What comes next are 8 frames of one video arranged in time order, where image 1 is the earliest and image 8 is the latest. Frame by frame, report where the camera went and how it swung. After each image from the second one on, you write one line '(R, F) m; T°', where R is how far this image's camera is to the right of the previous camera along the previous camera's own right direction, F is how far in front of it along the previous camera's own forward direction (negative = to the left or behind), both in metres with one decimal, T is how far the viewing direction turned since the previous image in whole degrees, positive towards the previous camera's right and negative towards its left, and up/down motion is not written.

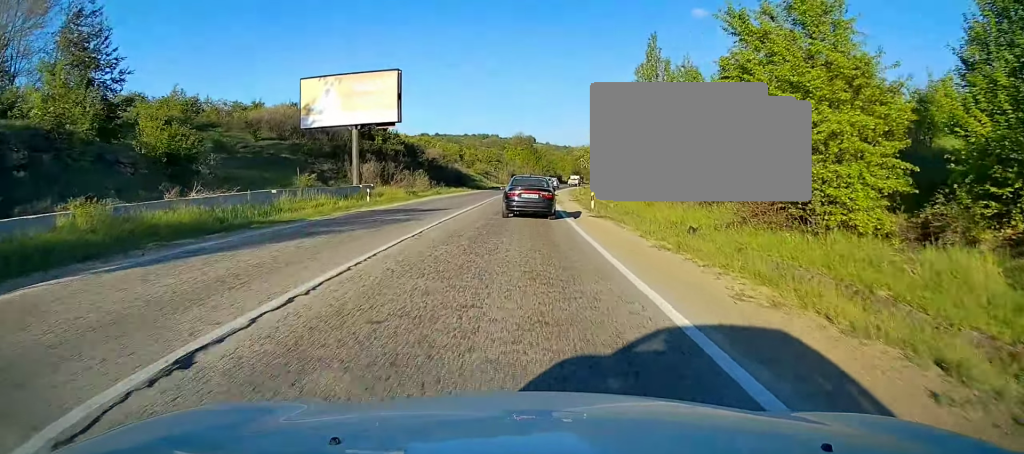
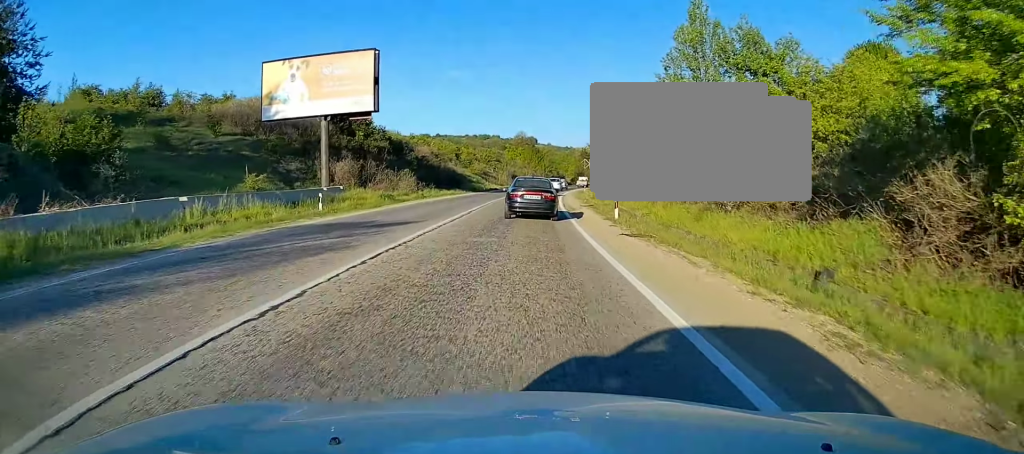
(-0.1, +8.1) m; +1°
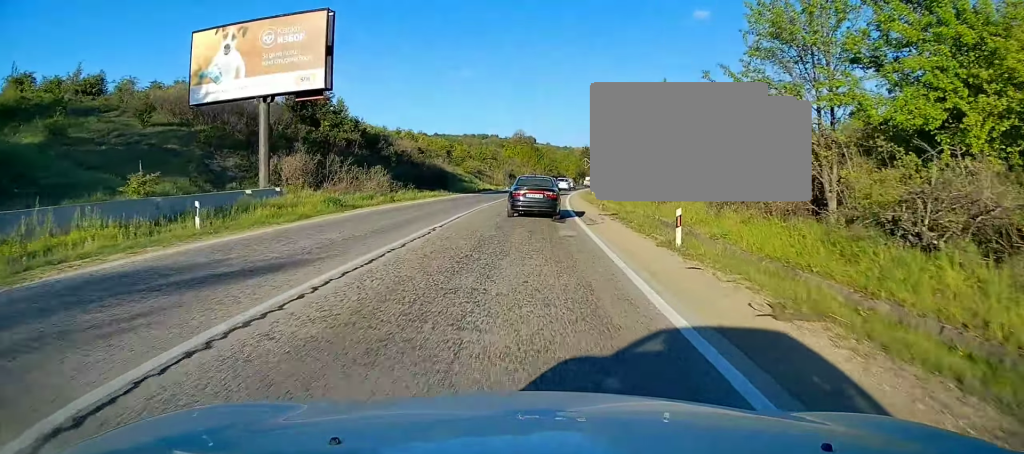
(+0.2, +10.0) m; 0°
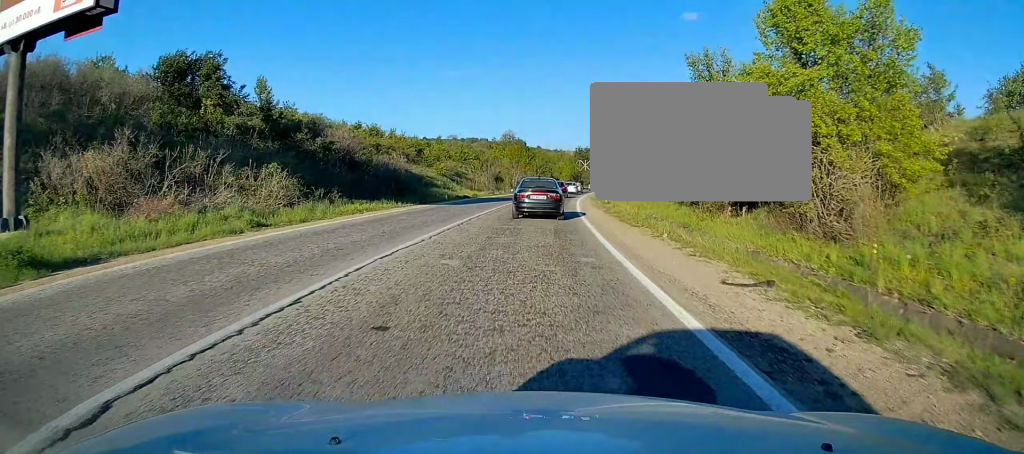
(0.0, +17.5) m; 0°
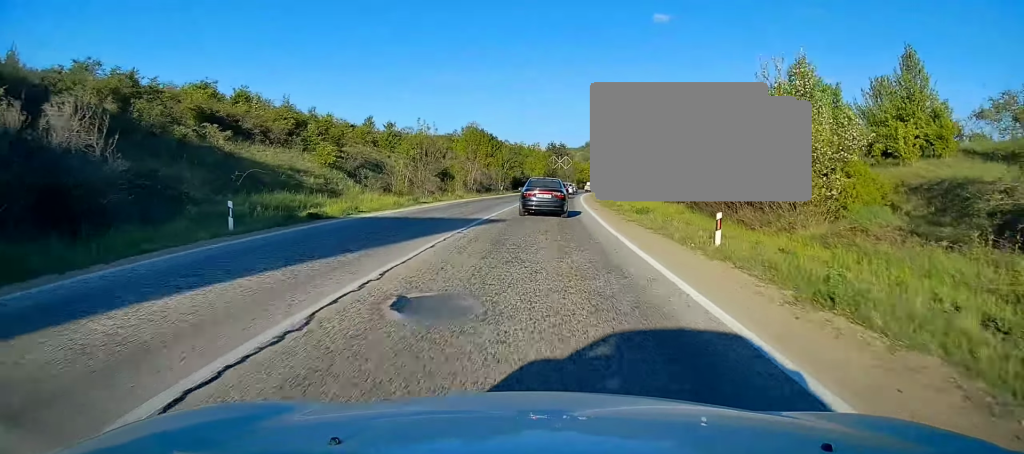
(+0.3, +31.4) m; +2°
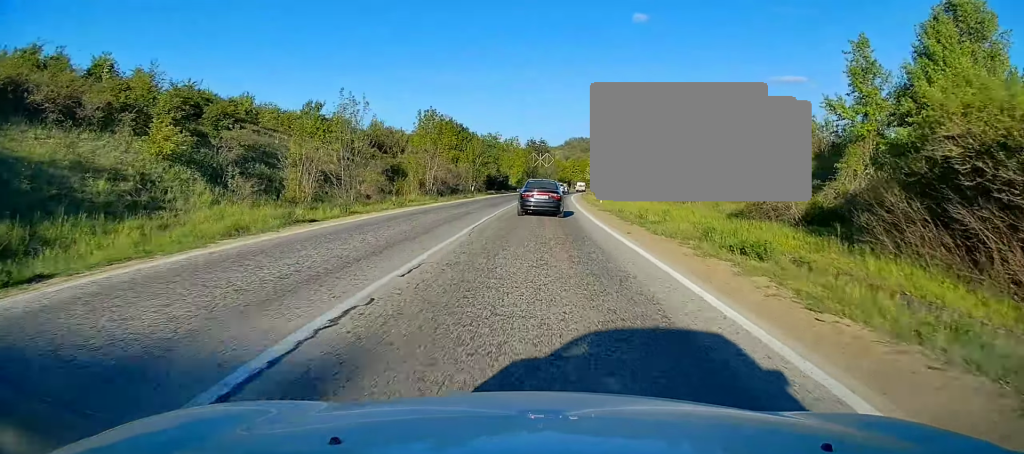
(-0.1, +16.4) m; +2°
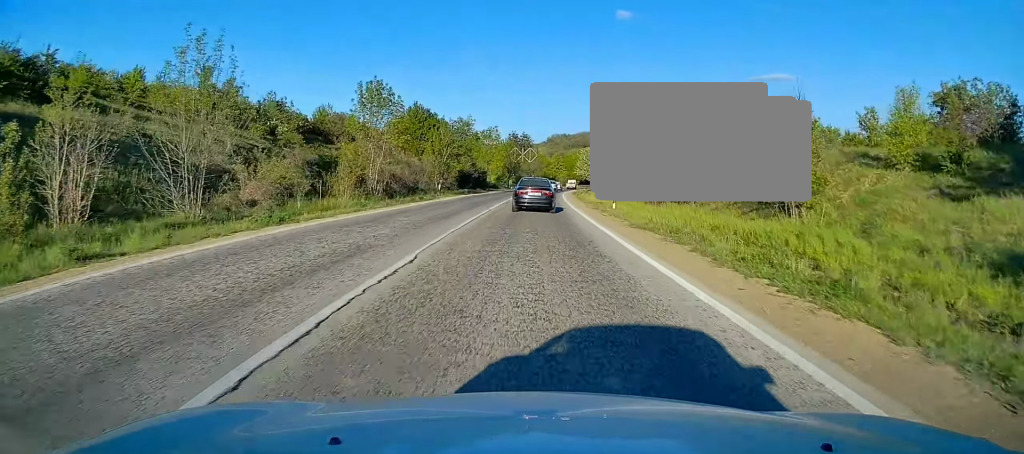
(+0.7, +15.1) m; +1°
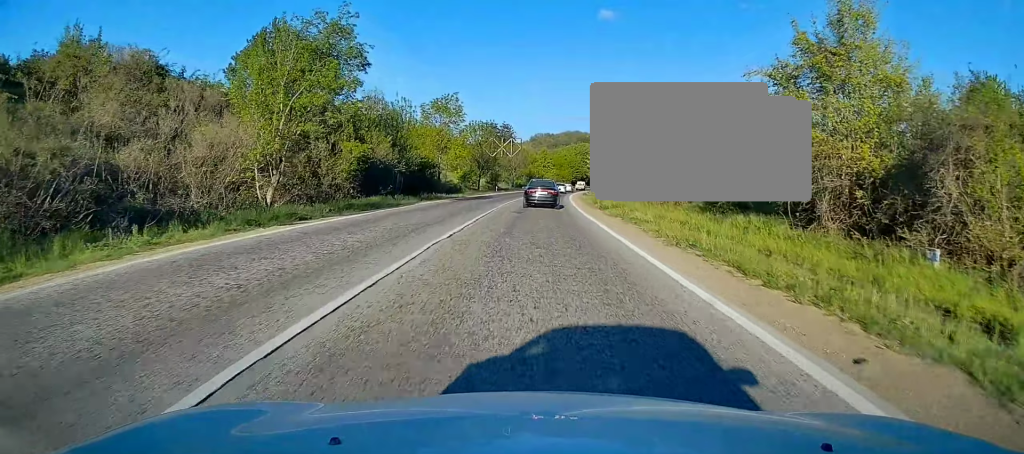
(+1.1, +38.9) m; +3°
